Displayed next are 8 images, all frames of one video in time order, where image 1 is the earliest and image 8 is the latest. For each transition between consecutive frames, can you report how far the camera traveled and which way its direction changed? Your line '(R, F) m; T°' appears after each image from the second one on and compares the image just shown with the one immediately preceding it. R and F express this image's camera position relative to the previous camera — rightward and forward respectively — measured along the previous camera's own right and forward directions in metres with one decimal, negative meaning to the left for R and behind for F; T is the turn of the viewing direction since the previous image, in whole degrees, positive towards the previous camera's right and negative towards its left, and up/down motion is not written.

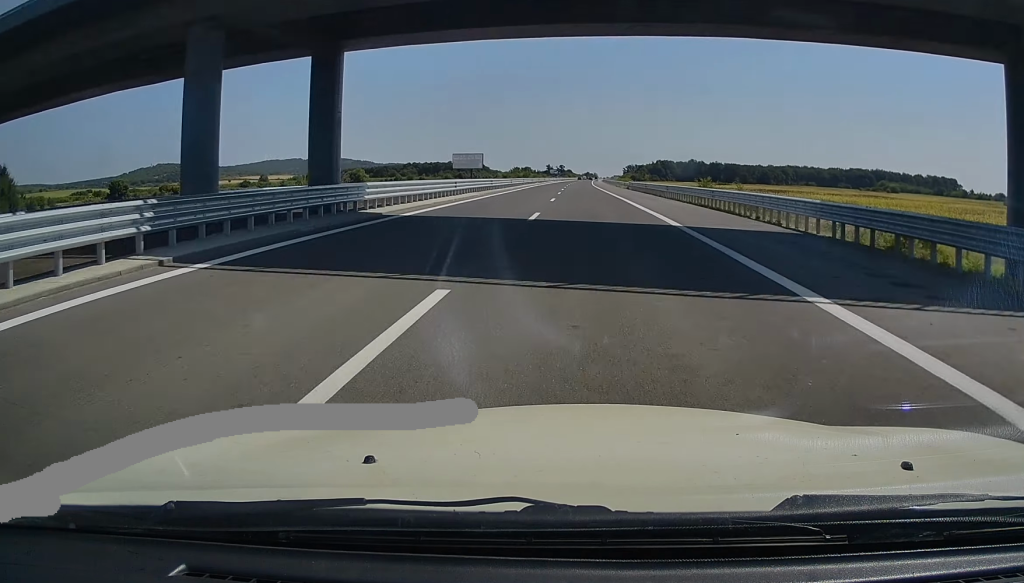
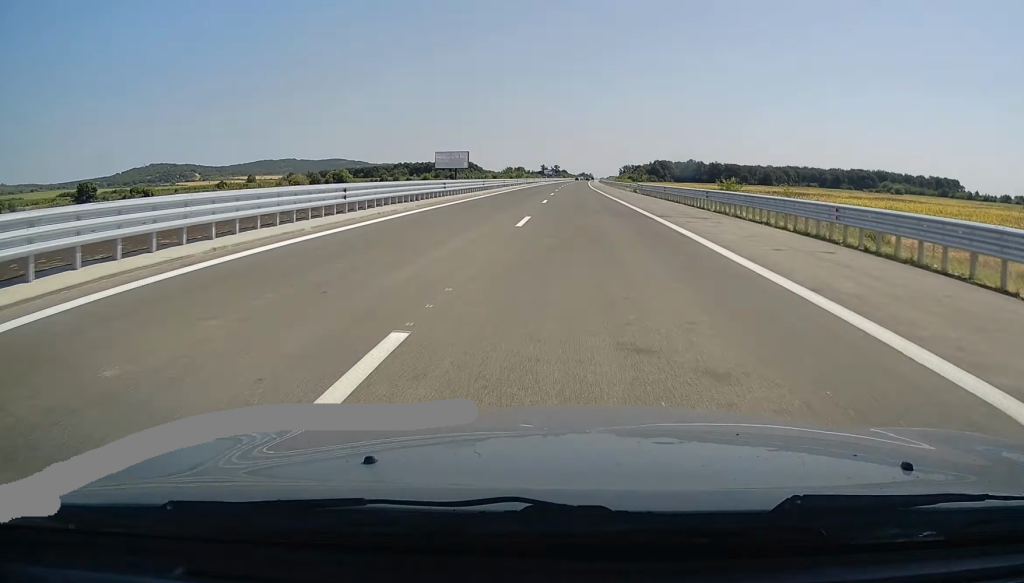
(+0.3, +17.5) m; +1°
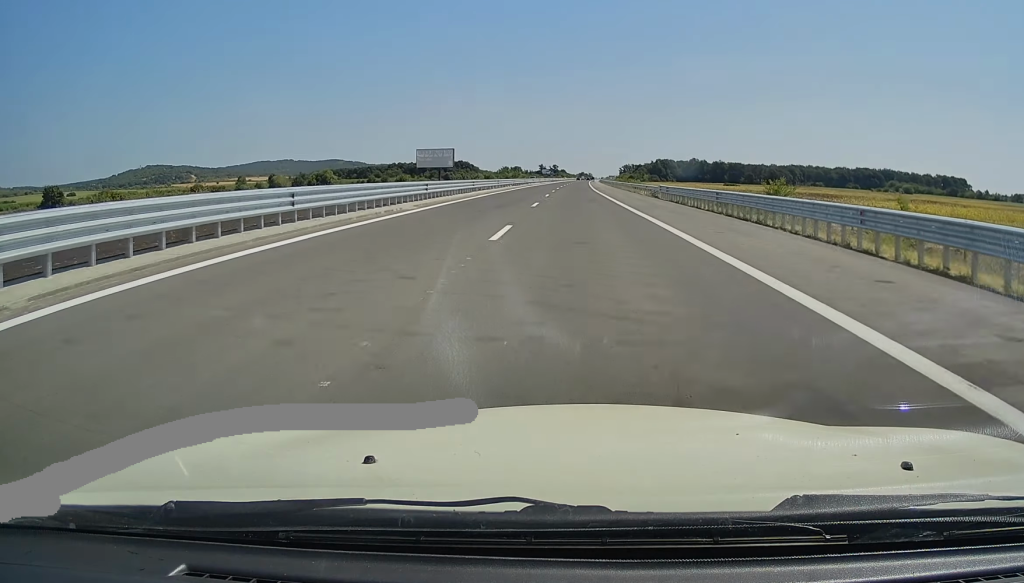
(+0.1, +19.4) m; 0°
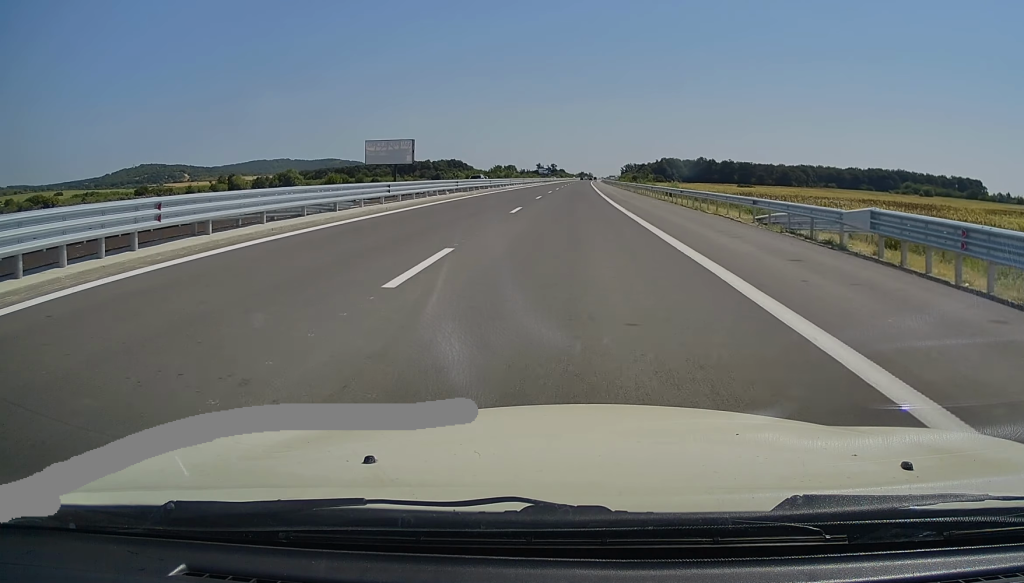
(+0.1, +37.1) m; 0°
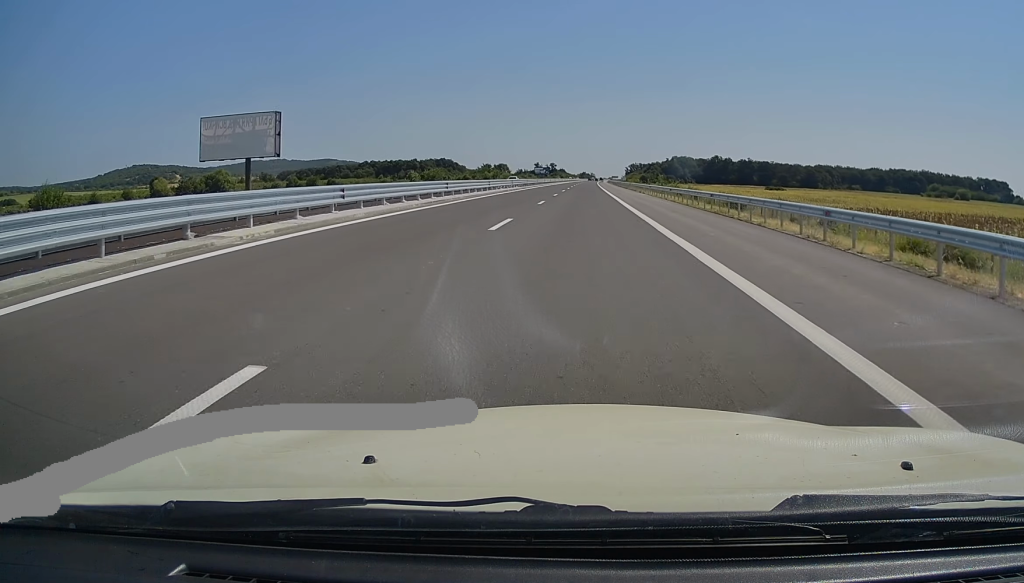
(+0.1, +54.1) m; 0°
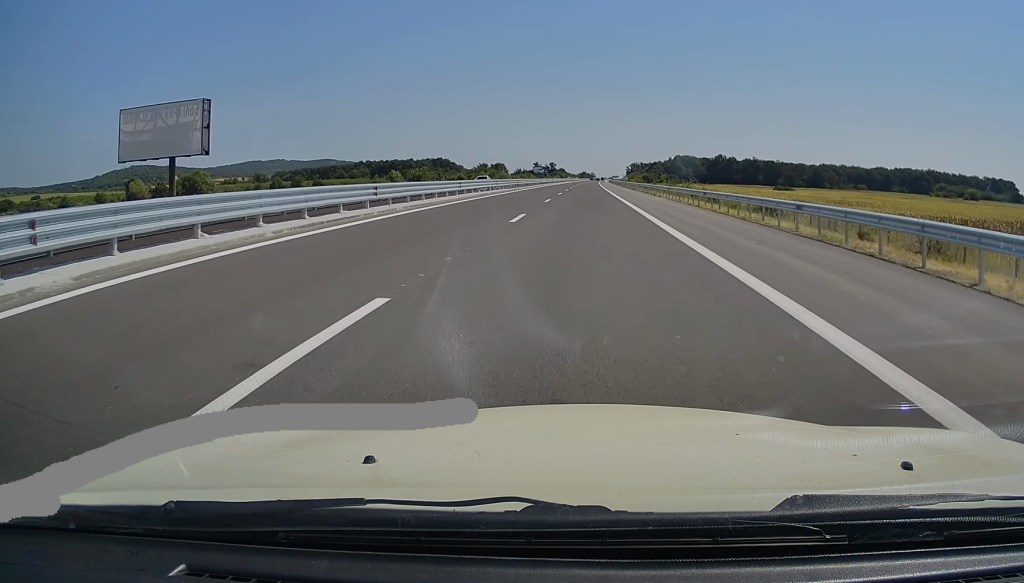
(0.0, +13.1) m; 0°
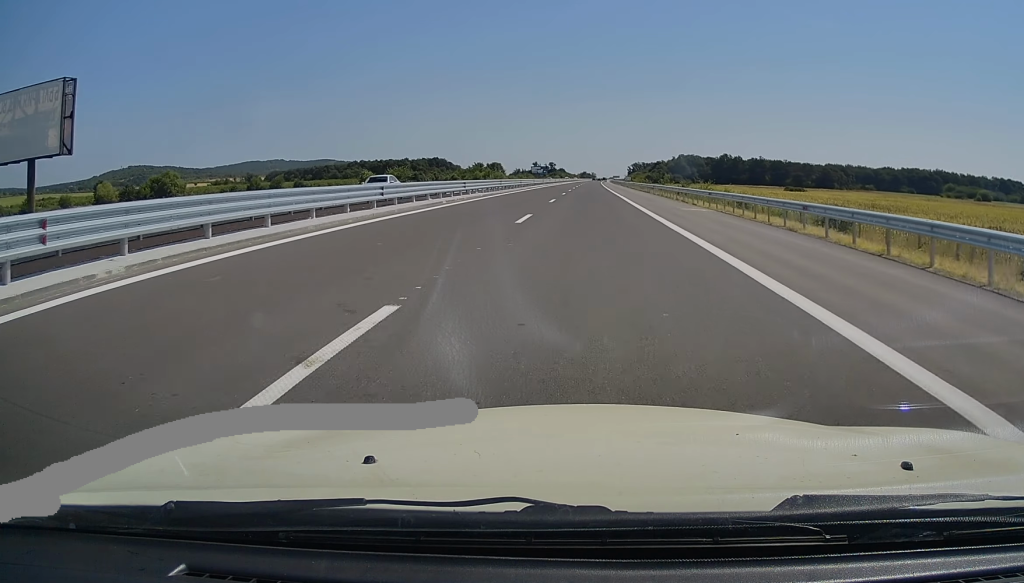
(0.0, +15.9) m; 0°
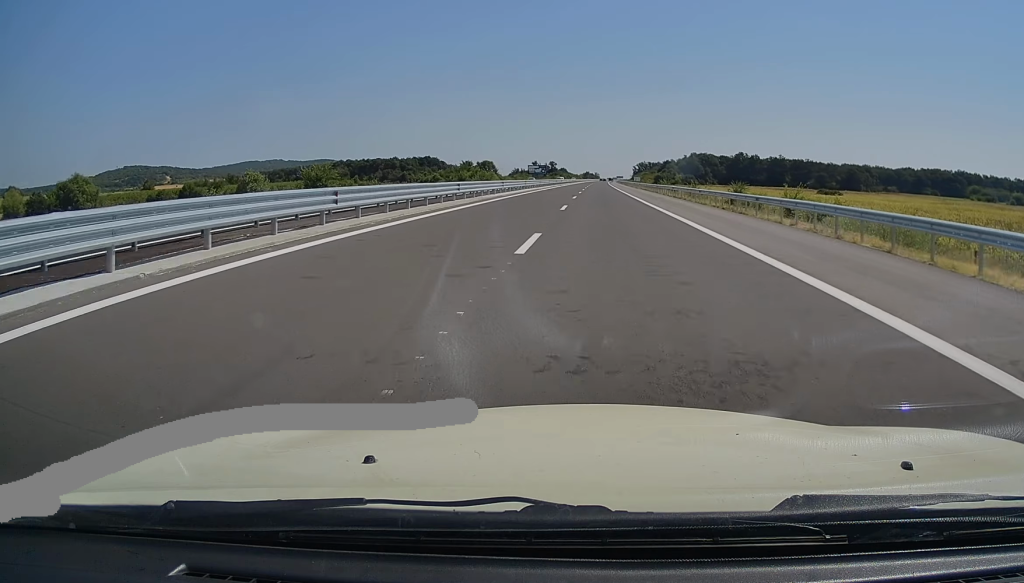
(+0.1, +38.4) m; 0°
